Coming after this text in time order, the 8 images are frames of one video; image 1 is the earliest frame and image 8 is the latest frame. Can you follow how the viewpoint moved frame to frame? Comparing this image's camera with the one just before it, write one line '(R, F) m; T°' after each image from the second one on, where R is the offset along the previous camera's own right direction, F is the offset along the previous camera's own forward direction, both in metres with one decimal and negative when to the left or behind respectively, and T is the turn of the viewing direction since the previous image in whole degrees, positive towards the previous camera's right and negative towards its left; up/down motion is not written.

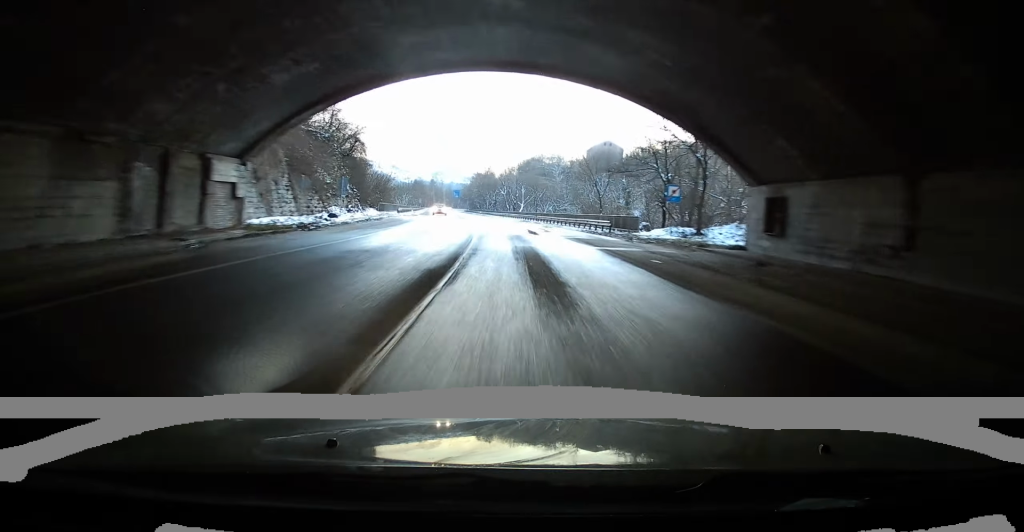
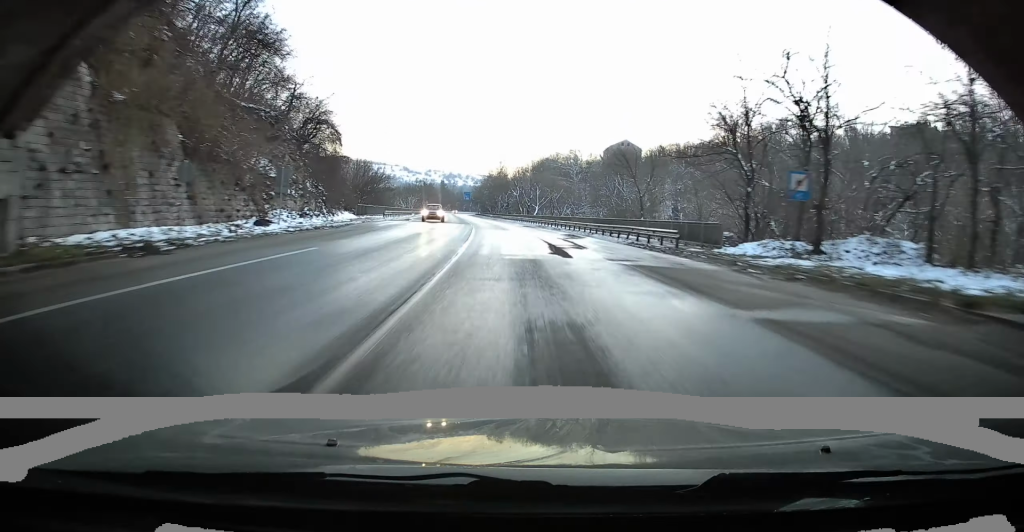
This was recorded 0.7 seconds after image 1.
(+0.2, +13.1) m; +5°
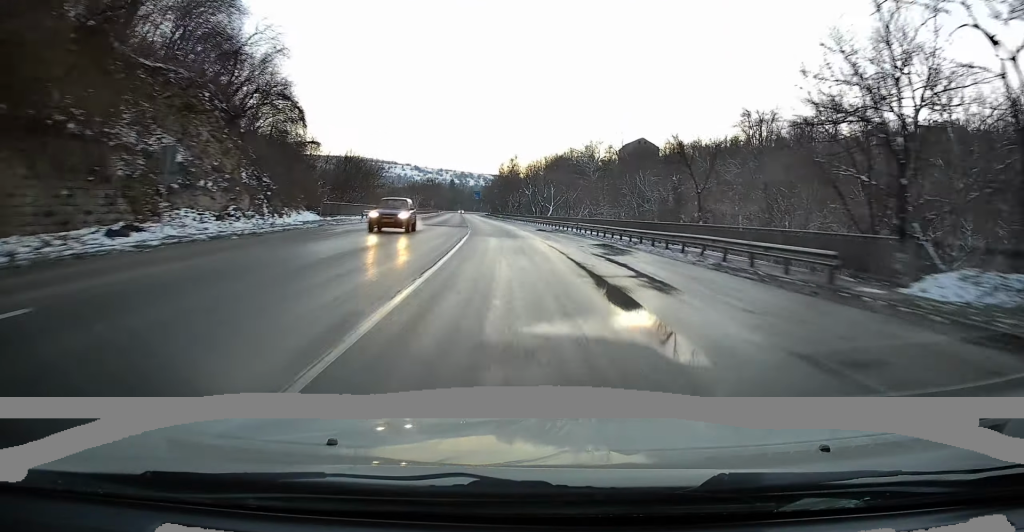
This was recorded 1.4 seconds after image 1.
(+0.2, +11.6) m; +5°
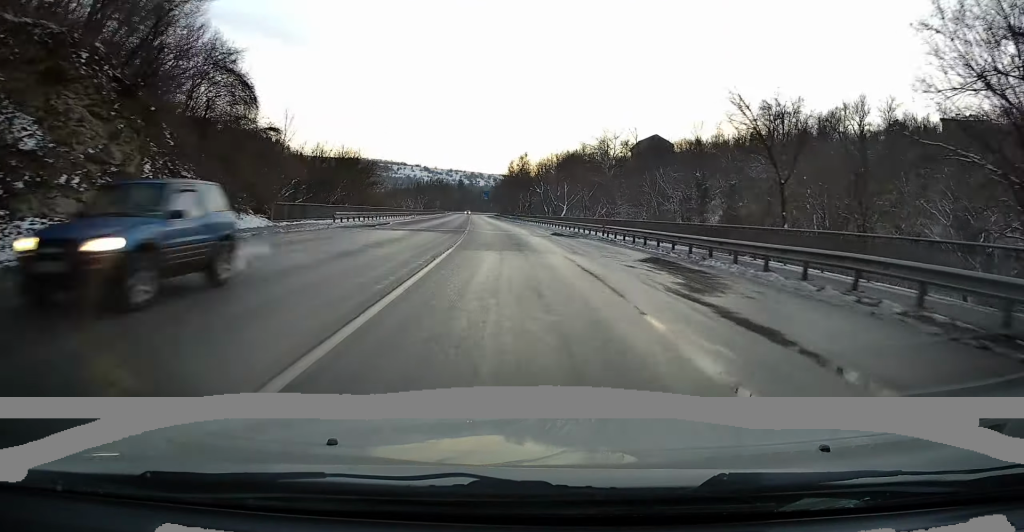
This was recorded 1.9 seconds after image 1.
(+1.2, +9.6) m; +1°
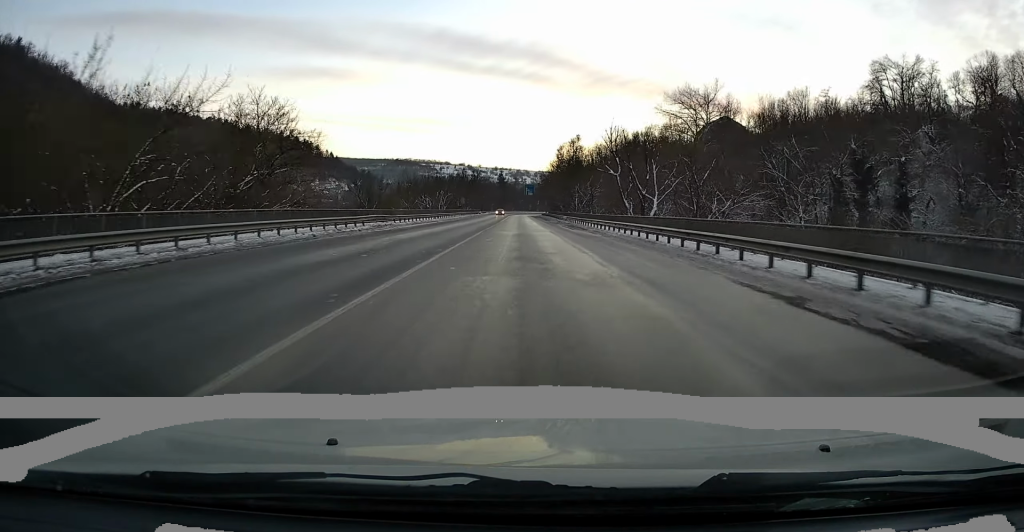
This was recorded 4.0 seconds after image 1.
(-2.7, +42.8) m; -7°
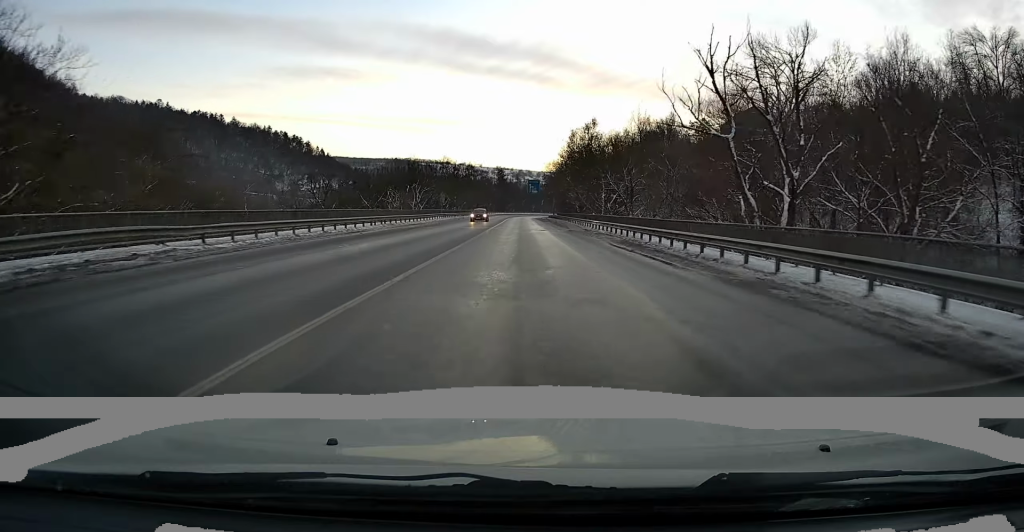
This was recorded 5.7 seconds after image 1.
(-0.7, +32.9) m; -1°
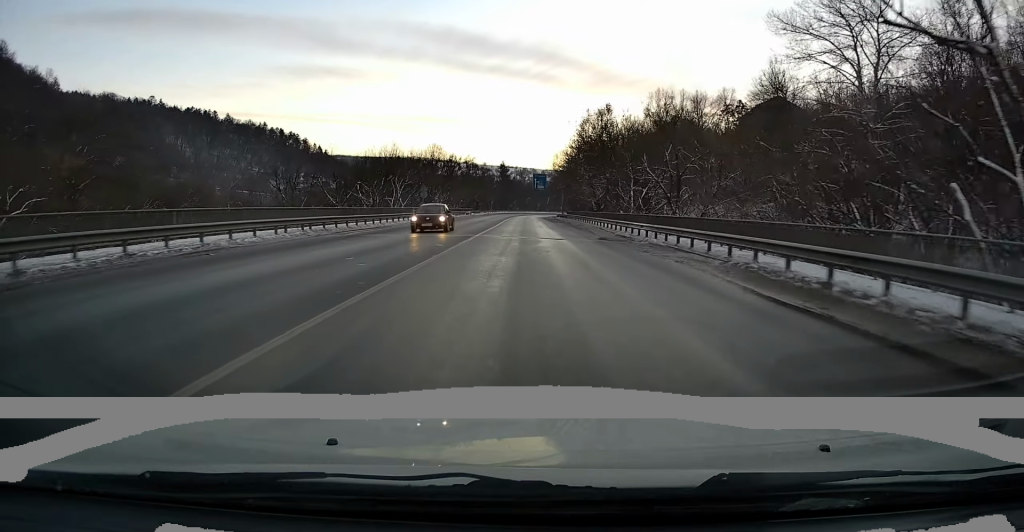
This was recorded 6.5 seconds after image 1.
(0.0, +17.6) m; 0°
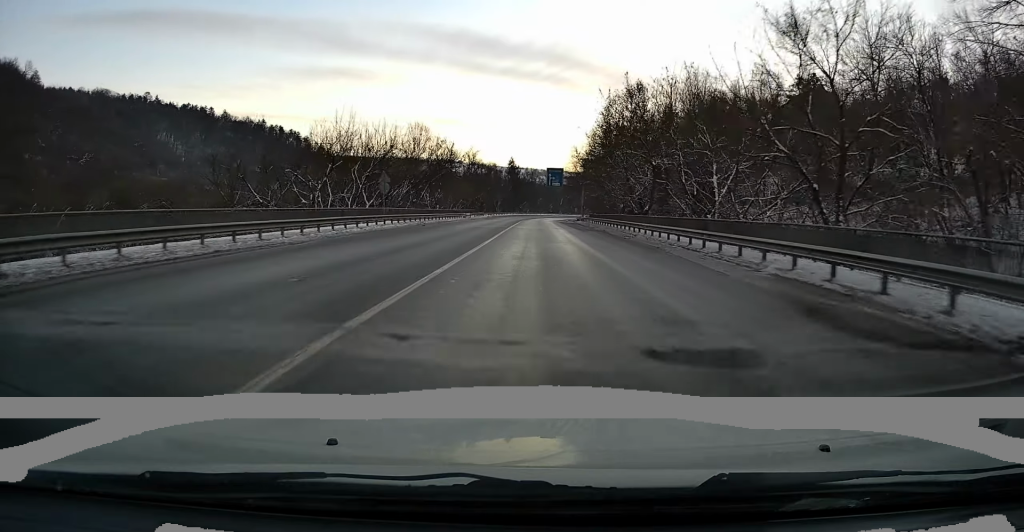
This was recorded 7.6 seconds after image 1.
(-0.1, +22.3) m; -1°
